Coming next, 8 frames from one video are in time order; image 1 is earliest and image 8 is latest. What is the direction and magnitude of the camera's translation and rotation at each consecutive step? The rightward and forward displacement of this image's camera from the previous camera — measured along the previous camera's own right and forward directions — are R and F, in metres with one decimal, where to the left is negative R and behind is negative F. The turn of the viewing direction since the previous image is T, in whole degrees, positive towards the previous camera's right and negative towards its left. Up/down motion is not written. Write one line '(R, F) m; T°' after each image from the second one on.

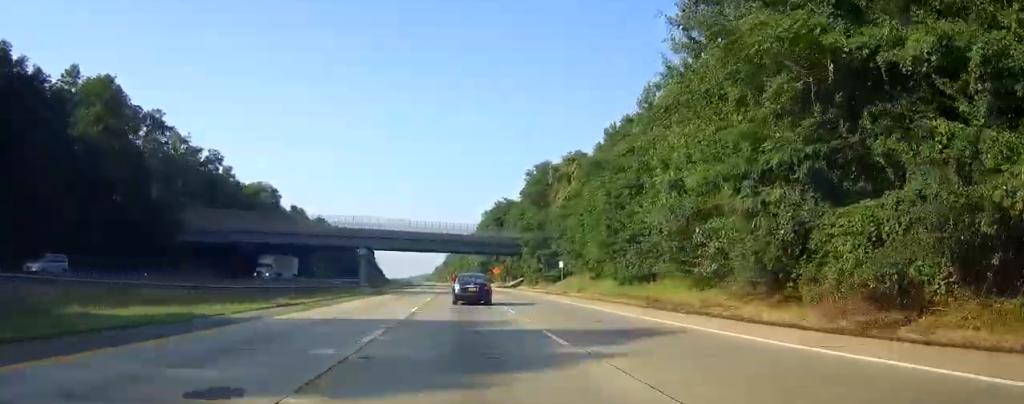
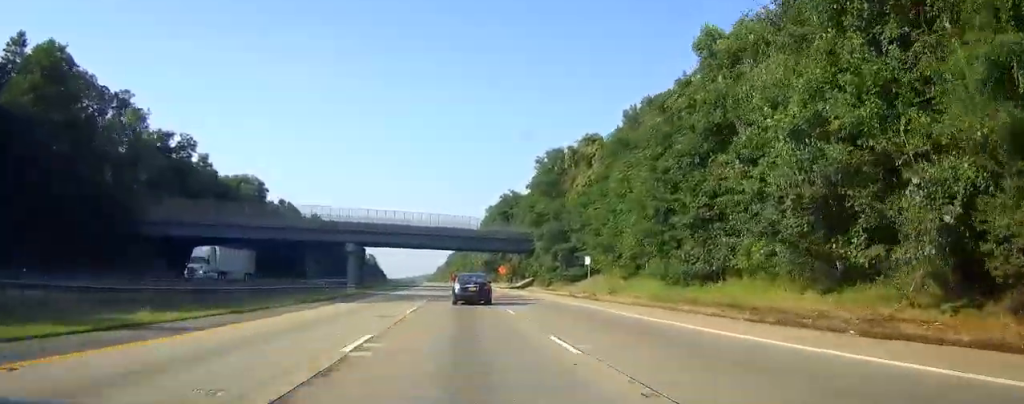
(0.0, +14.0) m; 0°
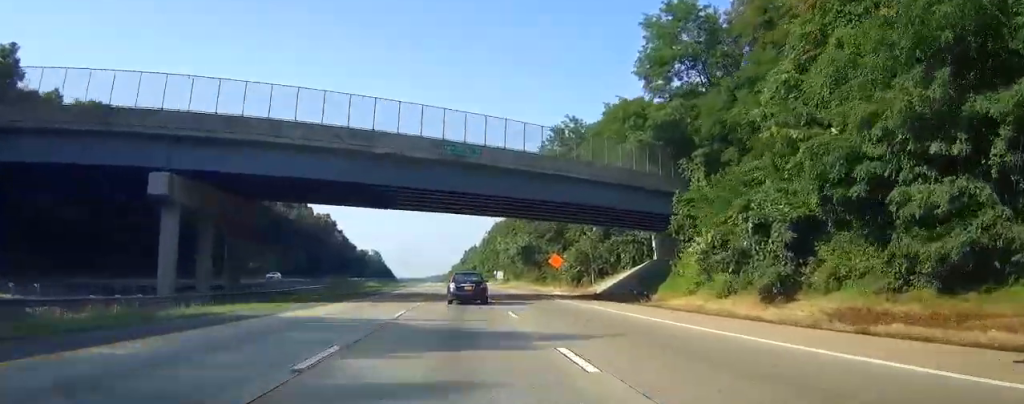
(-0.6, +64.2) m; -1°
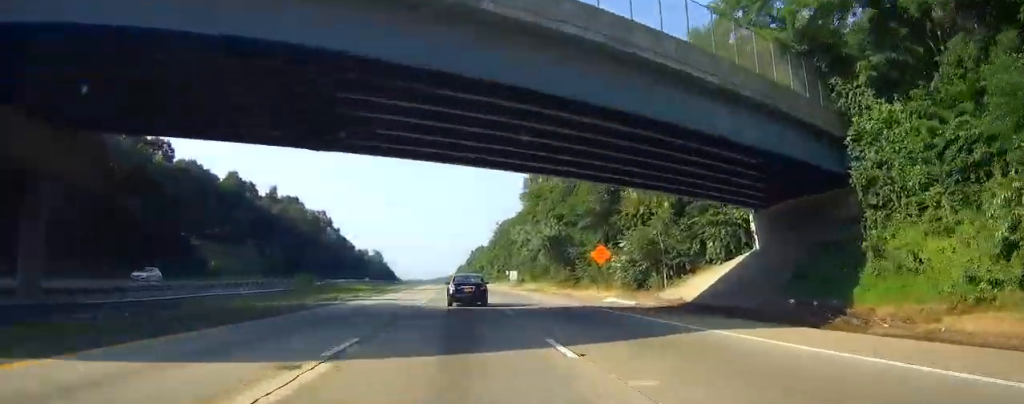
(-0.1, +23.2) m; 0°
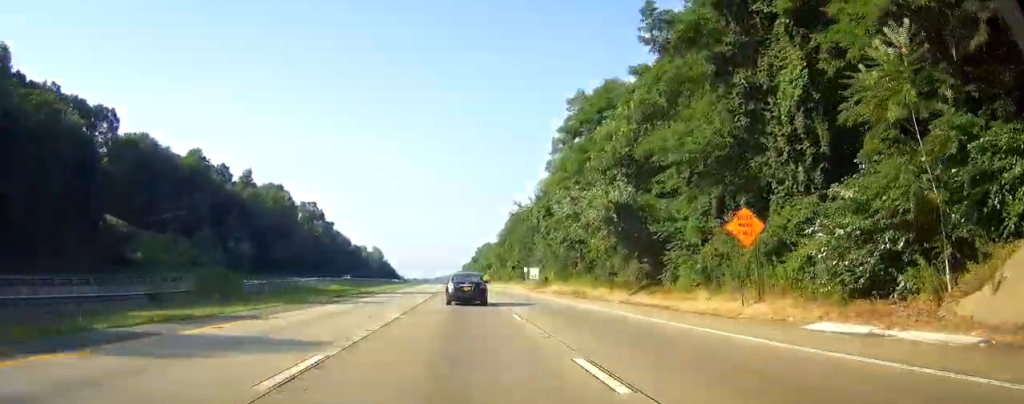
(-0.1, +28.3) m; -1°
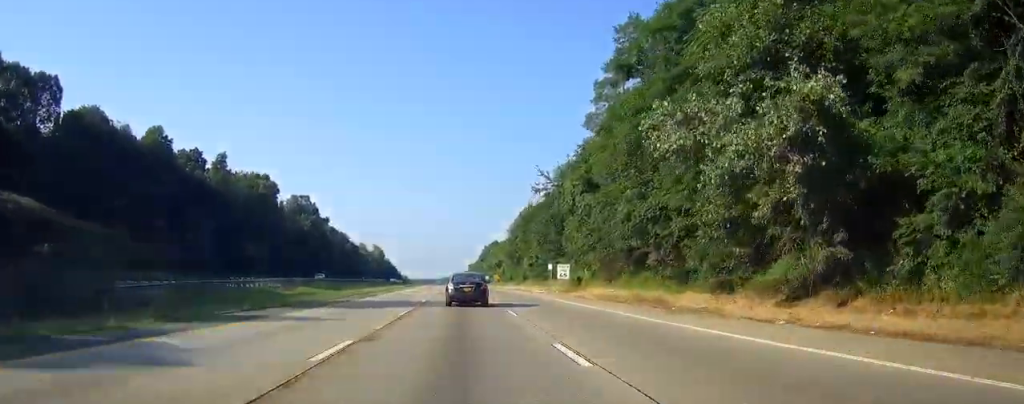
(0.0, +22.4) m; -1°
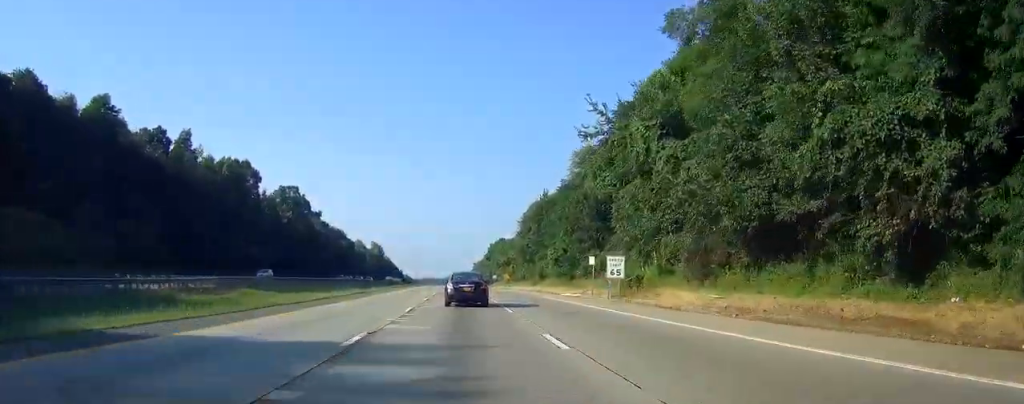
(-0.2, +22.4) m; 0°
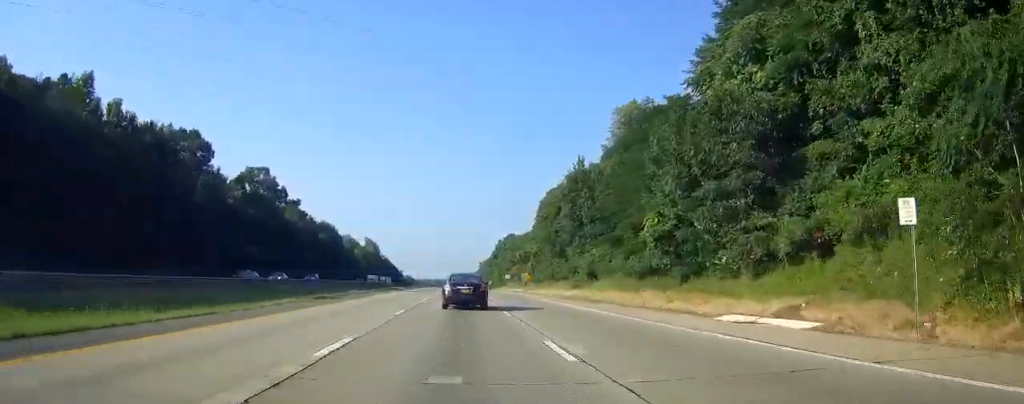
(0.0, +38.9) m; 0°
